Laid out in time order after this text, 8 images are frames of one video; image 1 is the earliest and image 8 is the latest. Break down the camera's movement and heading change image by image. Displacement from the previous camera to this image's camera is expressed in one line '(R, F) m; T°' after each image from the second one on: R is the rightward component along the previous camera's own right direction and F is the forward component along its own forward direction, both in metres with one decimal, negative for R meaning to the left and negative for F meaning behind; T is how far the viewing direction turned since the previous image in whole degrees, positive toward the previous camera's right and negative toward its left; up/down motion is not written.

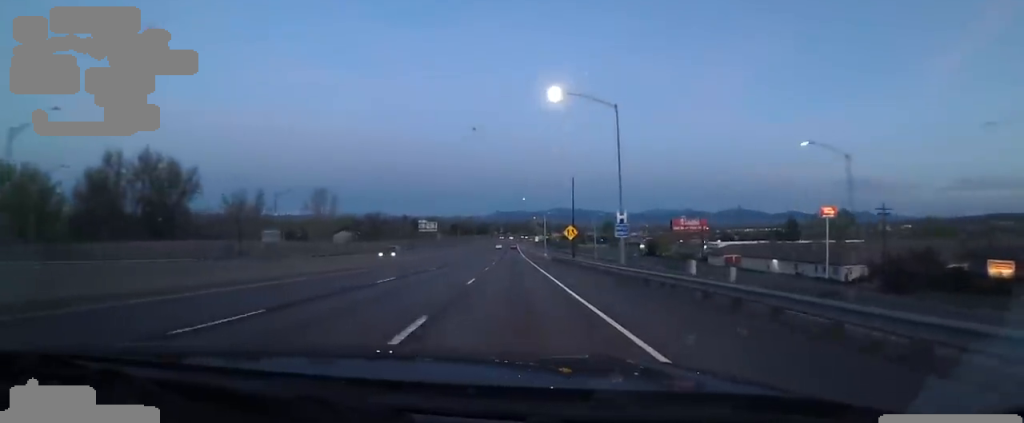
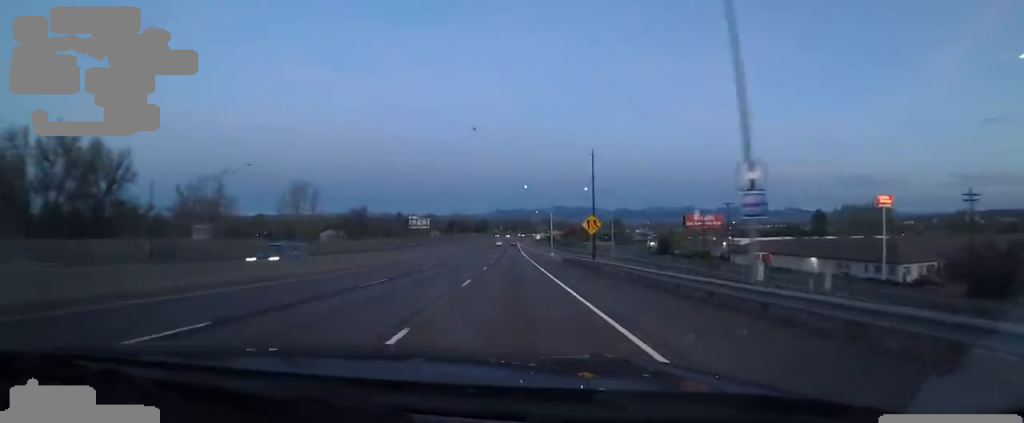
(+0.7, +14.1) m; 0°
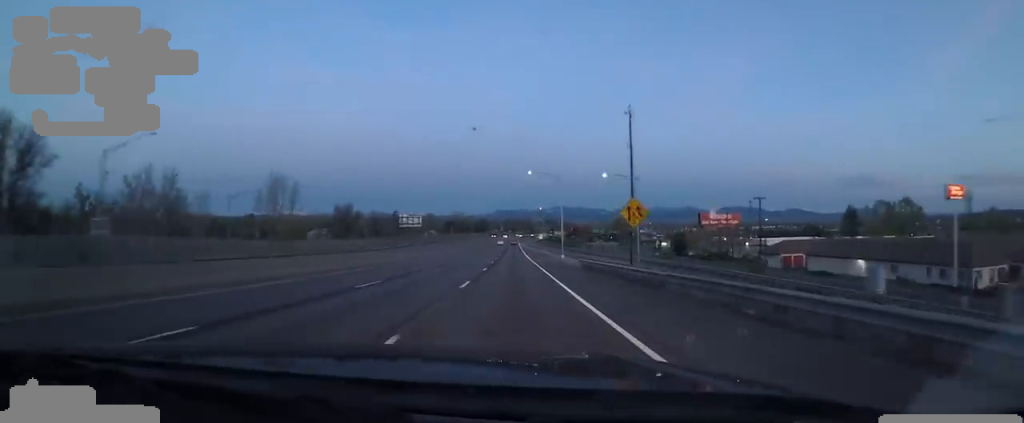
(+0.6, +13.1) m; 0°
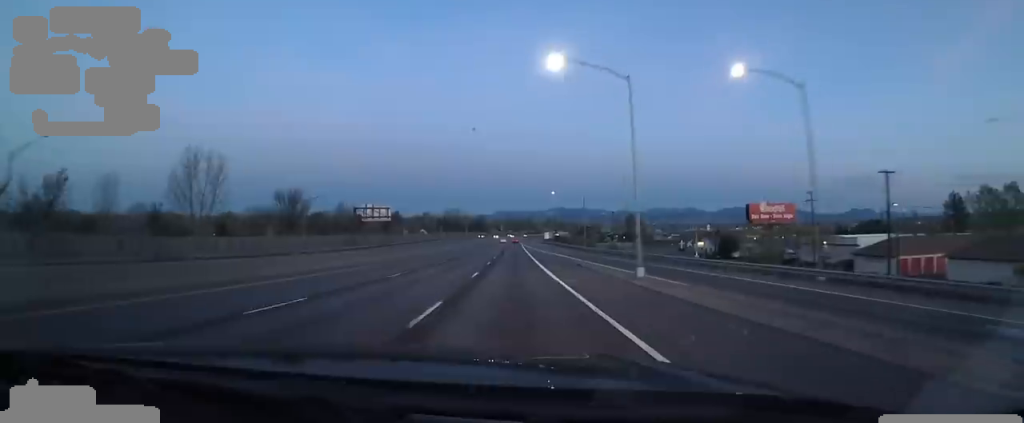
(-1.3, +32.1) m; 0°
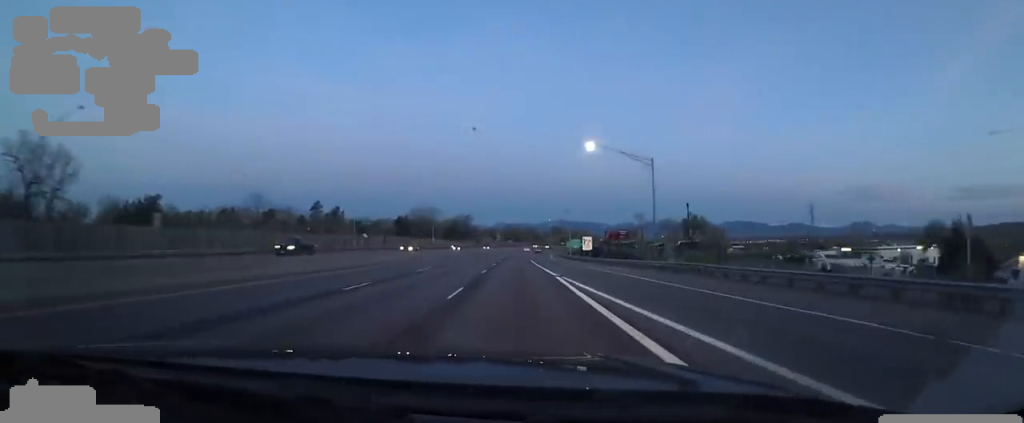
(-1.6, +92.0) m; 0°
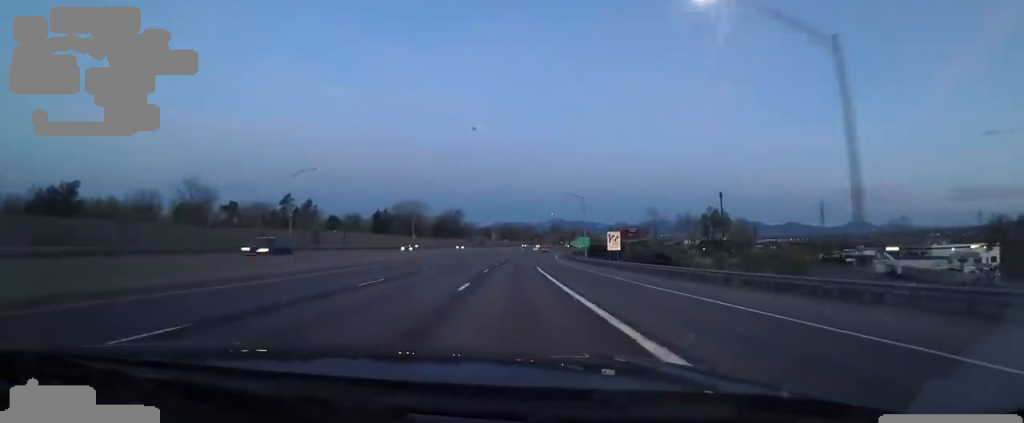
(+1.0, +21.9) m; +2°
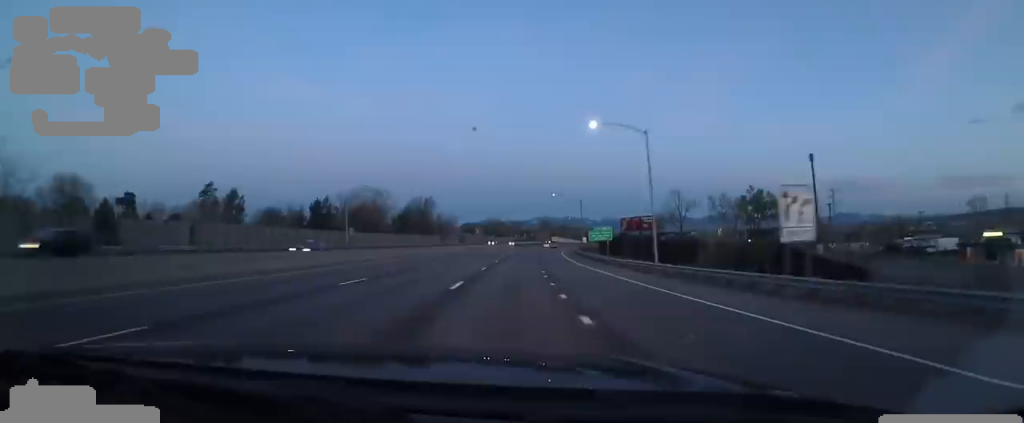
(+0.5, +36.9) m; +1°
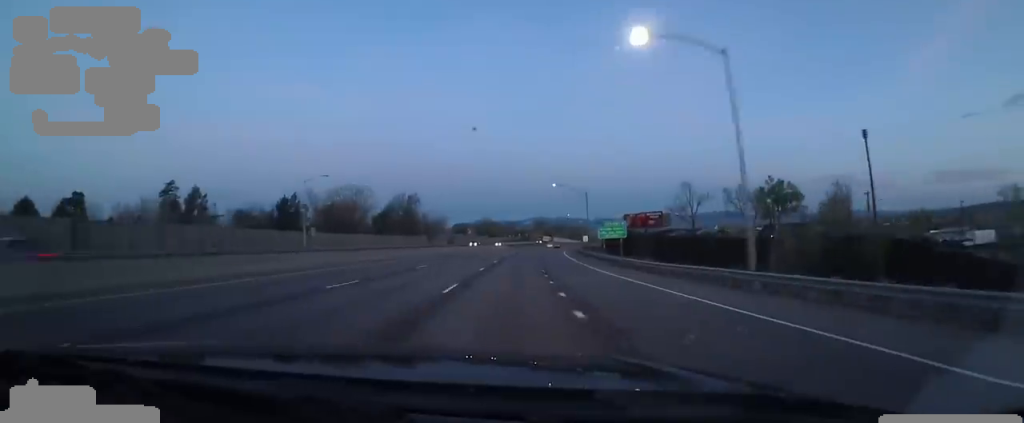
(0.0, +13.1) m; 0°
